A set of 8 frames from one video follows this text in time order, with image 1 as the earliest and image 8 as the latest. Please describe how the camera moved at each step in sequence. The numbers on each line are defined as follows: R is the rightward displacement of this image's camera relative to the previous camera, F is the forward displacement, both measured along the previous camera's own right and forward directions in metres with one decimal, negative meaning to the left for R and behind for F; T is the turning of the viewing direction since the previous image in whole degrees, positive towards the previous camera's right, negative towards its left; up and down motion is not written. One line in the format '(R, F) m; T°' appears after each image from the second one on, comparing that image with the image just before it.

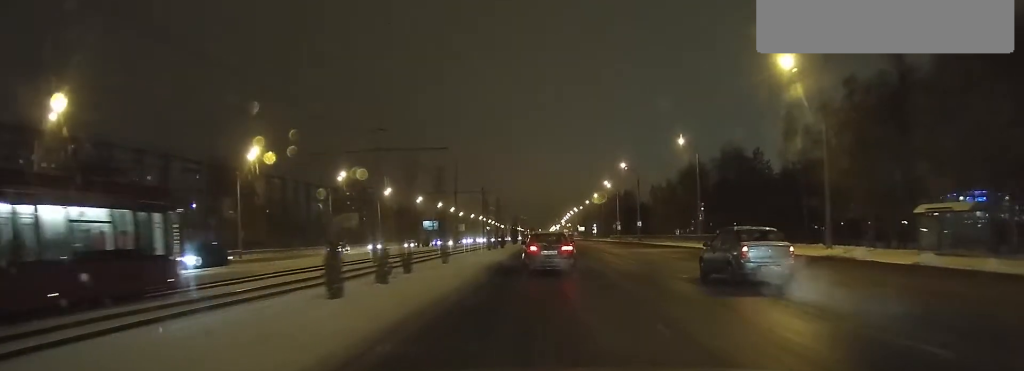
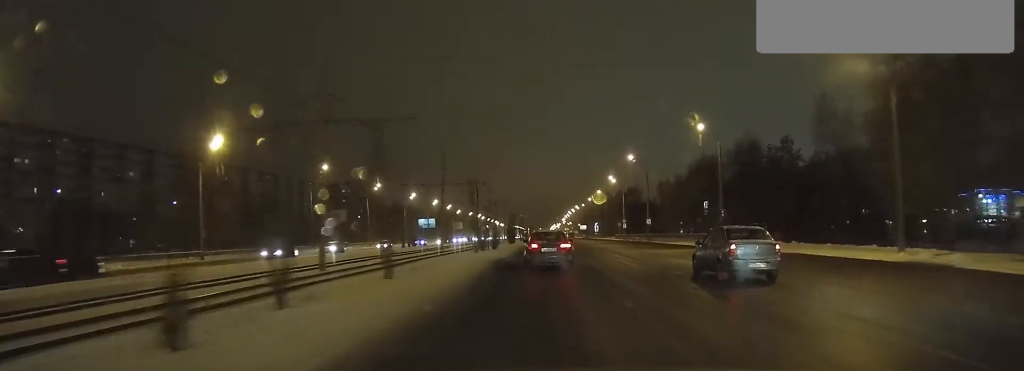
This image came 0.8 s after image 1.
(-0.2, +5.9) m; -3°
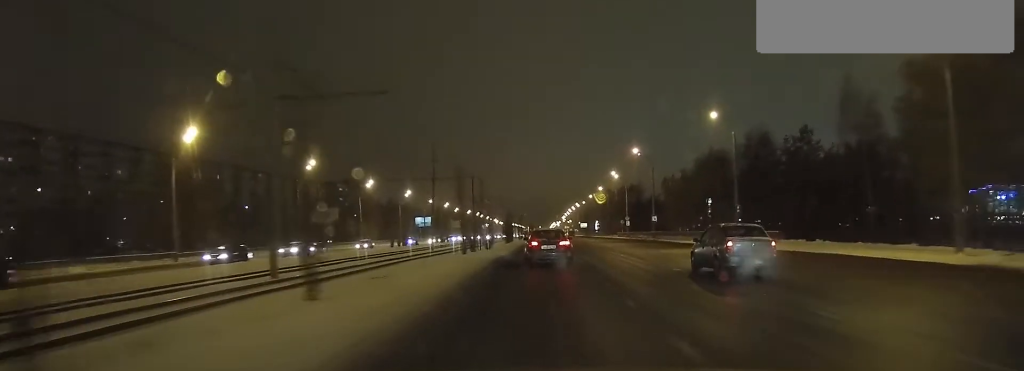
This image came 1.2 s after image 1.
(0.0, +3.6) m; -1°
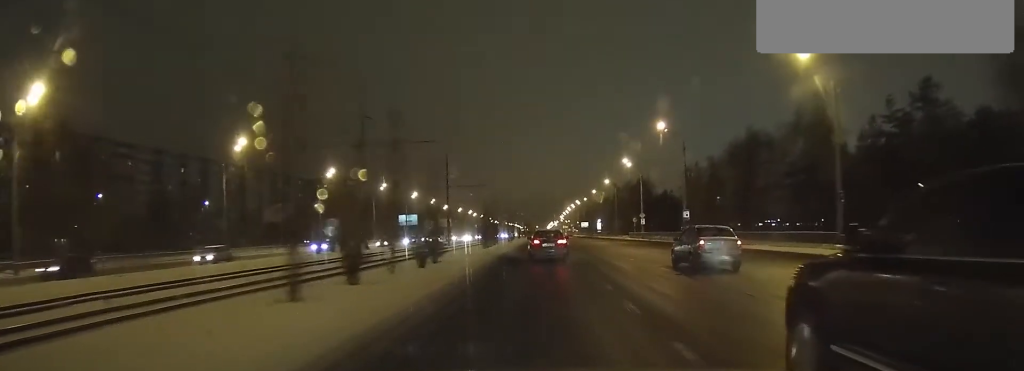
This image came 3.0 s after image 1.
(-0.5, +17.3) m; -2°
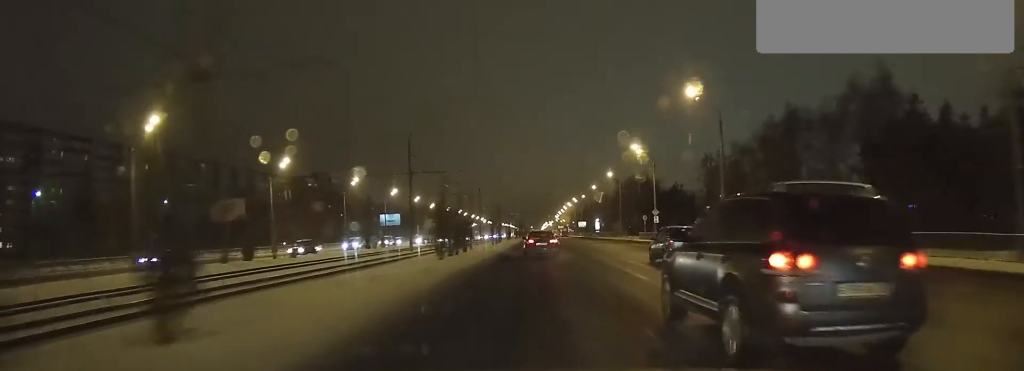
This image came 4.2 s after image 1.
(0.0, +14.5) m; 0°
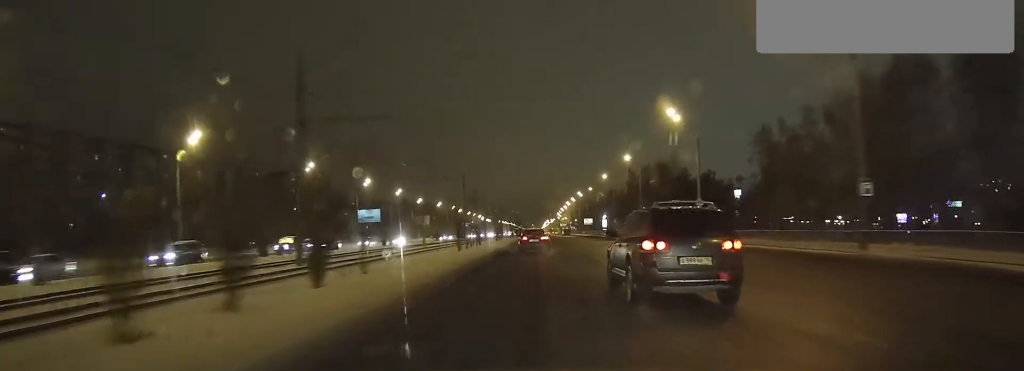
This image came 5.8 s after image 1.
(+0.2, +20.5) m; +1°
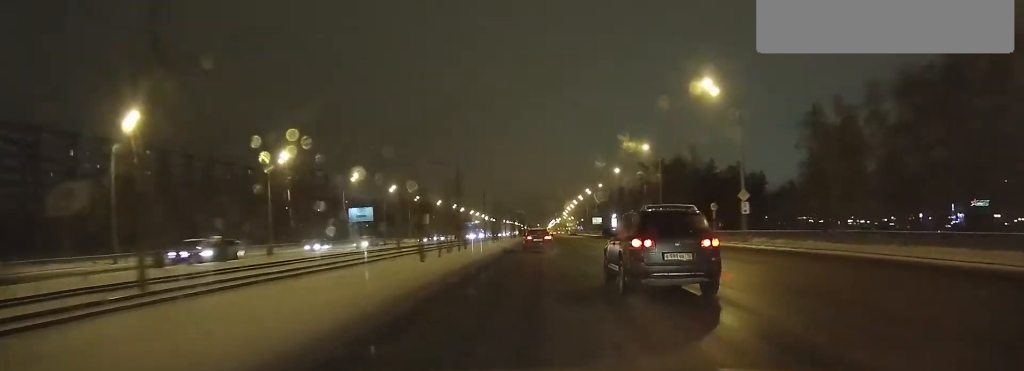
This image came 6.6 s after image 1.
(+0.1, +10.2) m; 0°
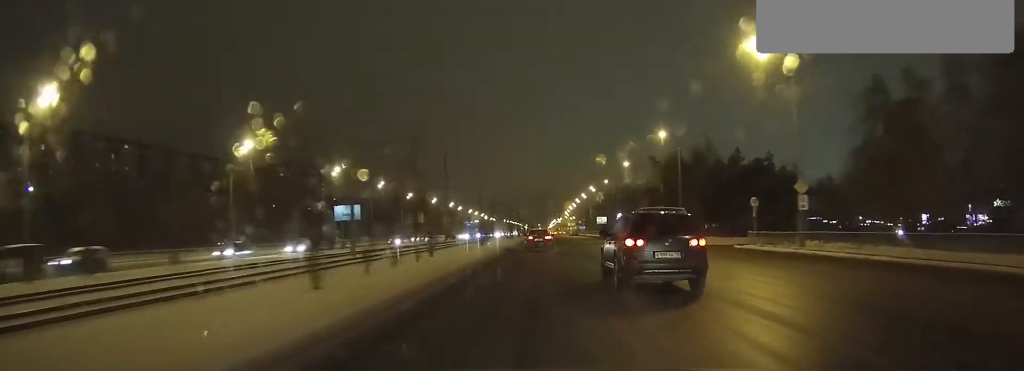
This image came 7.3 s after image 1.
(-0.1, +10.2) m; 0°
